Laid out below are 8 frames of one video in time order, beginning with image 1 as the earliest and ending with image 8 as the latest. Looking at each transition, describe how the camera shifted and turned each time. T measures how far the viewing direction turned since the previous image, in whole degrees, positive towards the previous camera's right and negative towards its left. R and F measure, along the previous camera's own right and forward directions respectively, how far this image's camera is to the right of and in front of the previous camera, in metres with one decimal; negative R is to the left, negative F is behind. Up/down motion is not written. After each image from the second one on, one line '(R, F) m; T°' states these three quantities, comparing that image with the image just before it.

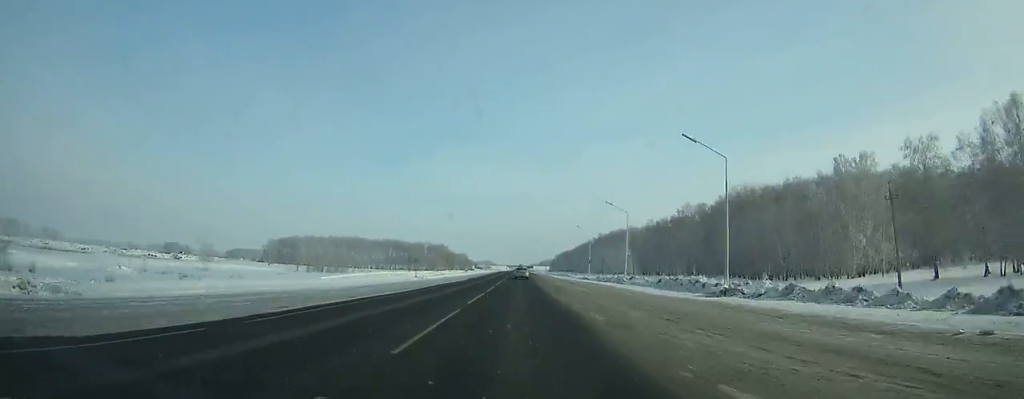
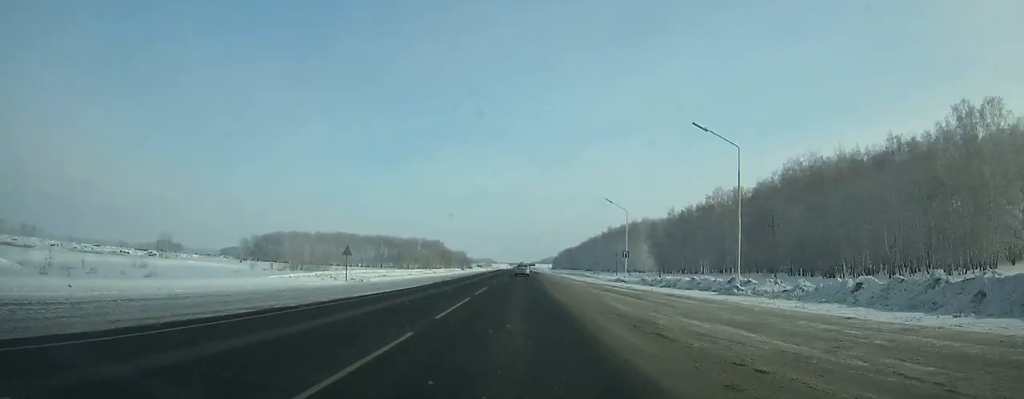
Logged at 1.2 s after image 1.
(-0.1, +30.2) m; 0°
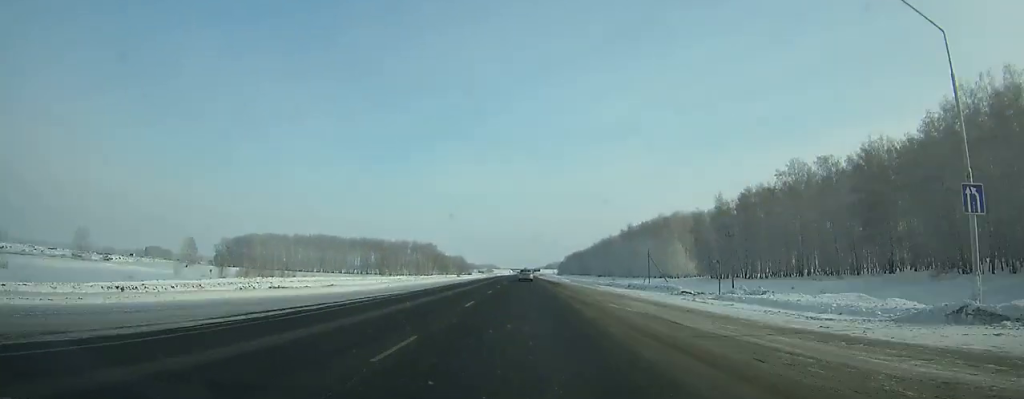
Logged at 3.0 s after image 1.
(-0.1, +45.0) m; 0°
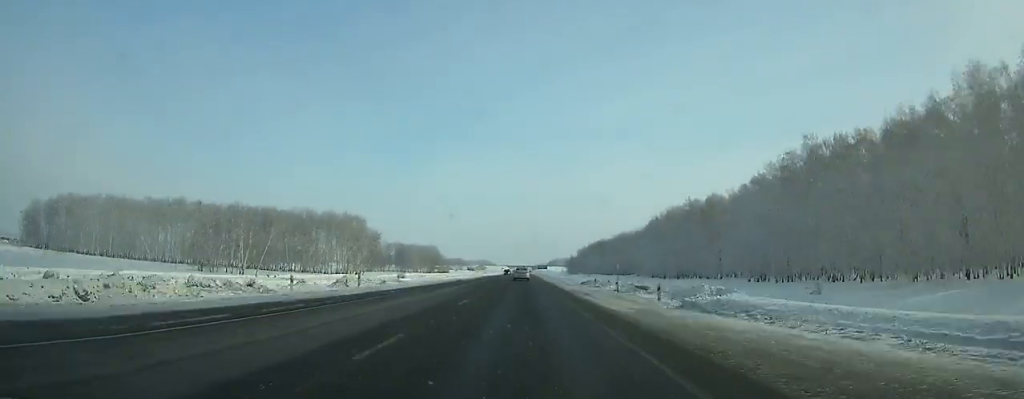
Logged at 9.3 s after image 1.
(0.0, +156.1) m; 0°
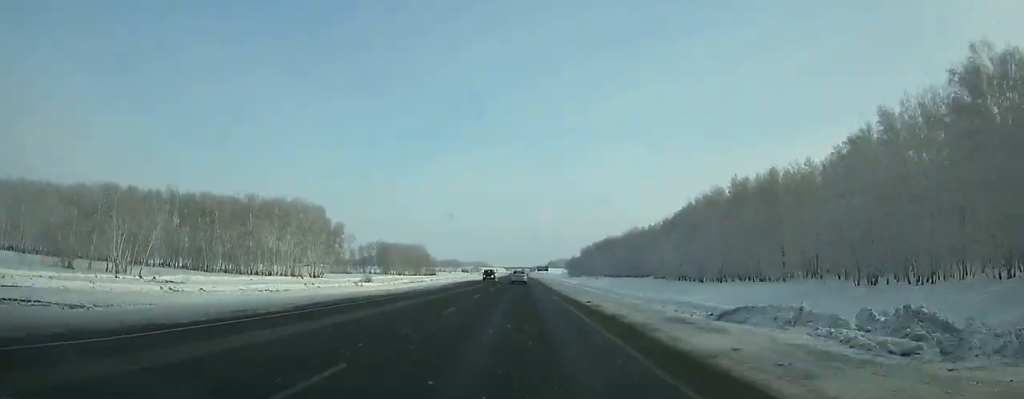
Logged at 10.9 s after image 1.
(0.0, +39.4) m; 0°
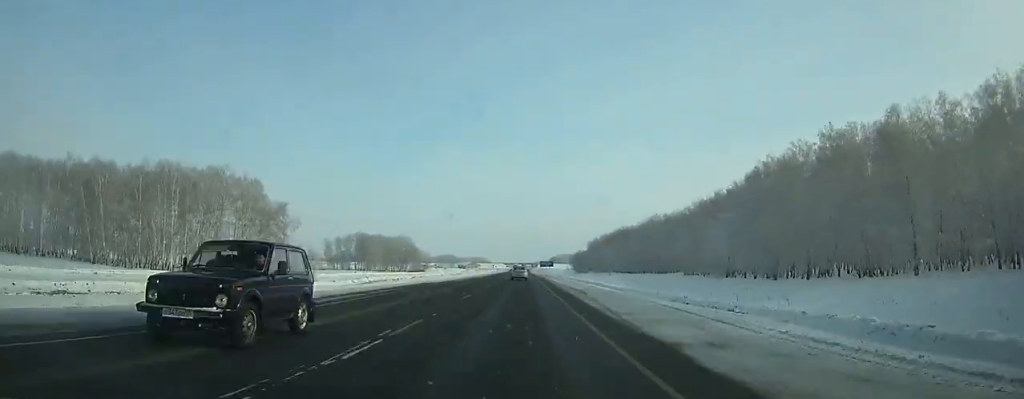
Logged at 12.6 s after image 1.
(0.0, +41.8) m; 0°
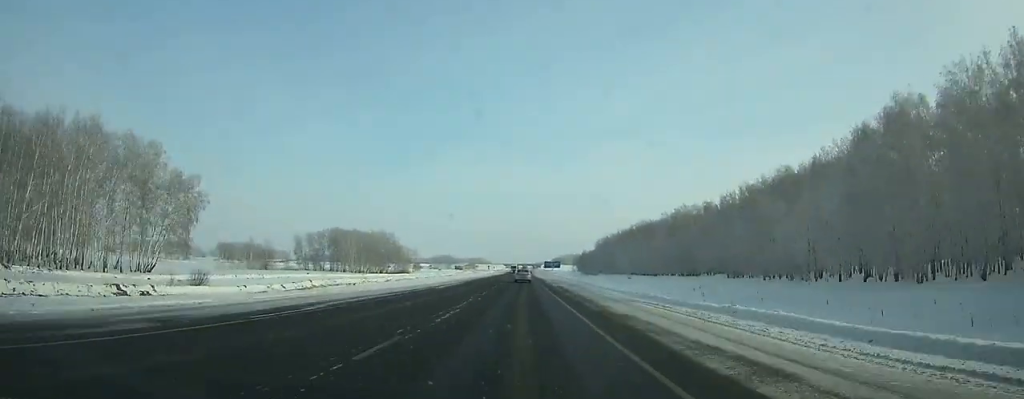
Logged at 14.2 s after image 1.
(0.0, +39.3) m; 0°
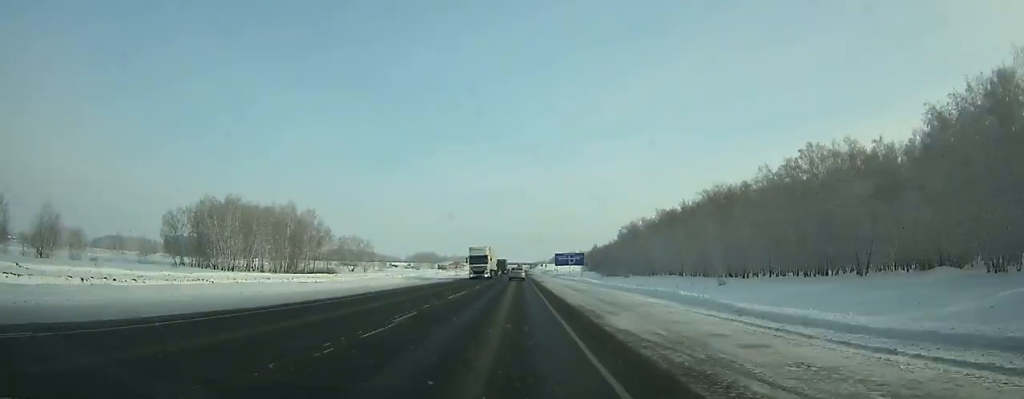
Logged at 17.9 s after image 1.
(0.0, +91.1) m; 0°
